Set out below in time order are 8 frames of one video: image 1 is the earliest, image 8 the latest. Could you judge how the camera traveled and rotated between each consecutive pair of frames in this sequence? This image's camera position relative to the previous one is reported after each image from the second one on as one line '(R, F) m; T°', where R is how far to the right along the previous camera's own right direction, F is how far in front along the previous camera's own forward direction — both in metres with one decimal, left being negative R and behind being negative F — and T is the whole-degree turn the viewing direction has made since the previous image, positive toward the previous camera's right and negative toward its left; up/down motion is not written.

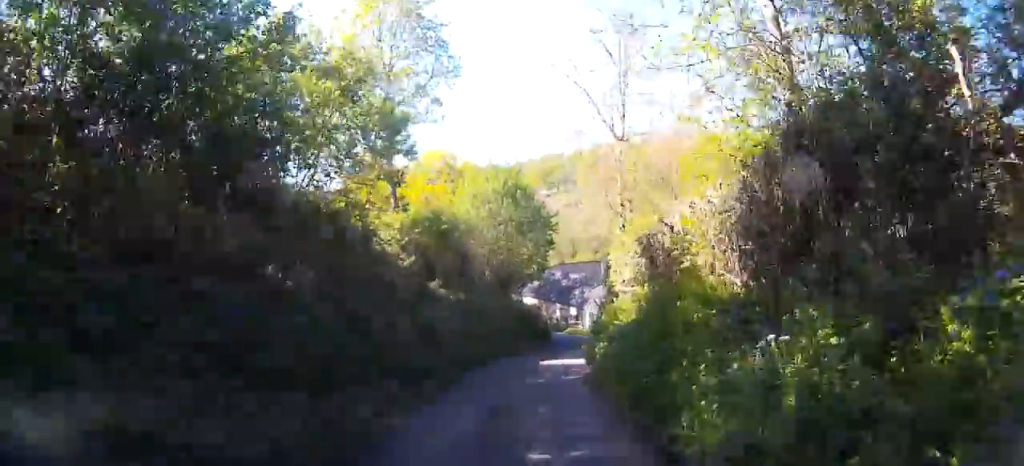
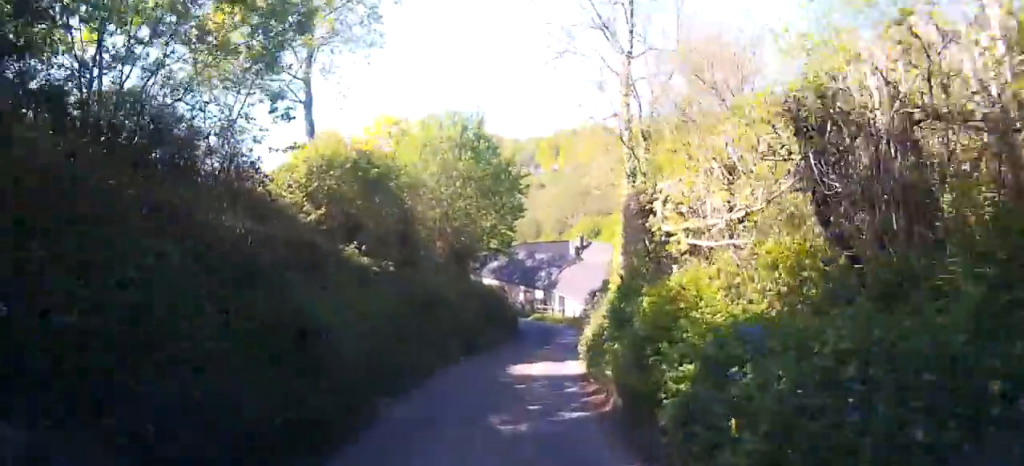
(+0.2, +6.5) m; +4°
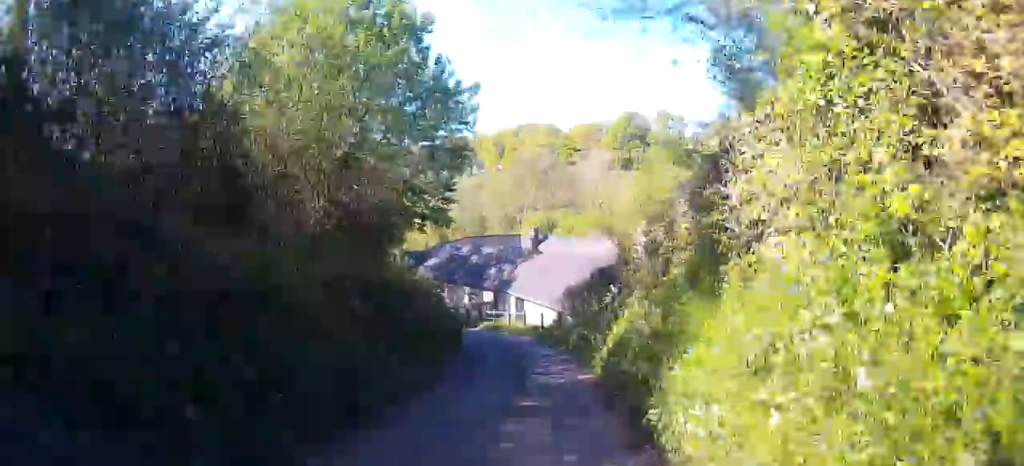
(+0.5, +10.8) m; +4°
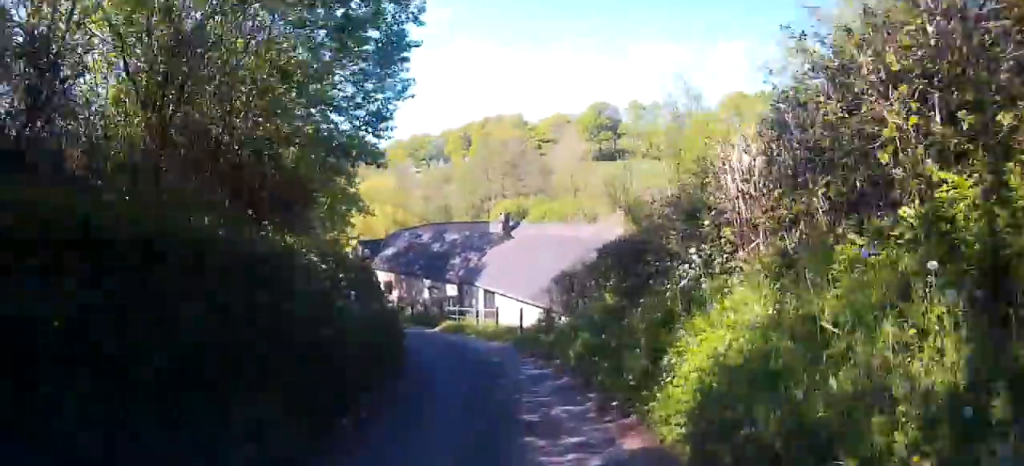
(+0.1, +6.4) m; +1°
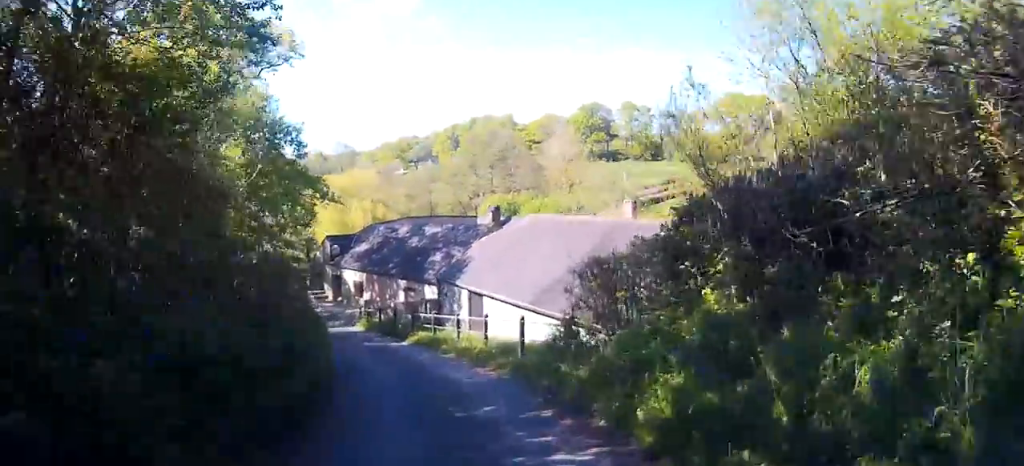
(0.0, +6.2) m; -2°
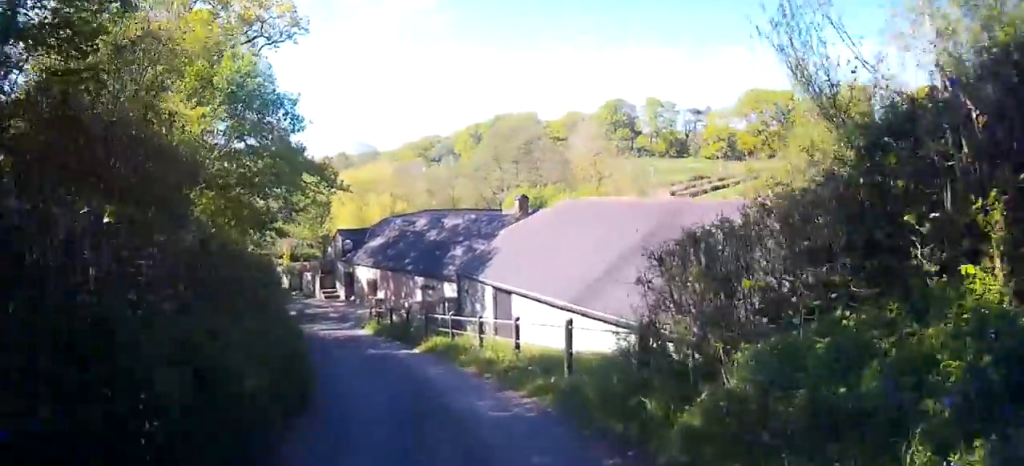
(-0.1, +3.3) m; -4°
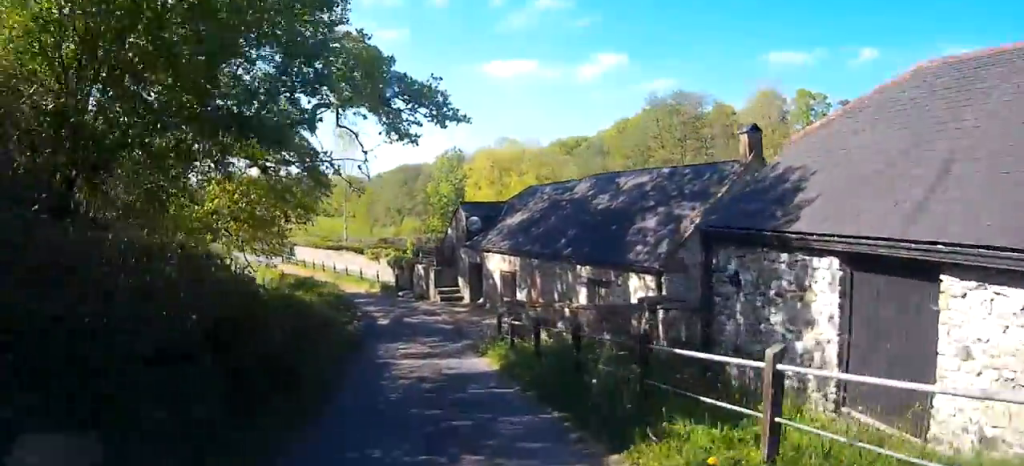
(-1.3, +11.7) m; -11°
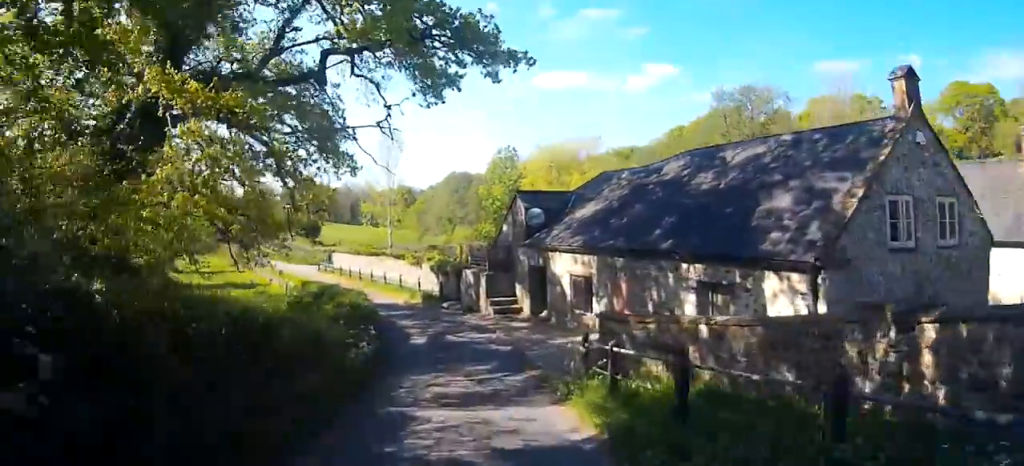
(0.0, +5.1) m; -4°
